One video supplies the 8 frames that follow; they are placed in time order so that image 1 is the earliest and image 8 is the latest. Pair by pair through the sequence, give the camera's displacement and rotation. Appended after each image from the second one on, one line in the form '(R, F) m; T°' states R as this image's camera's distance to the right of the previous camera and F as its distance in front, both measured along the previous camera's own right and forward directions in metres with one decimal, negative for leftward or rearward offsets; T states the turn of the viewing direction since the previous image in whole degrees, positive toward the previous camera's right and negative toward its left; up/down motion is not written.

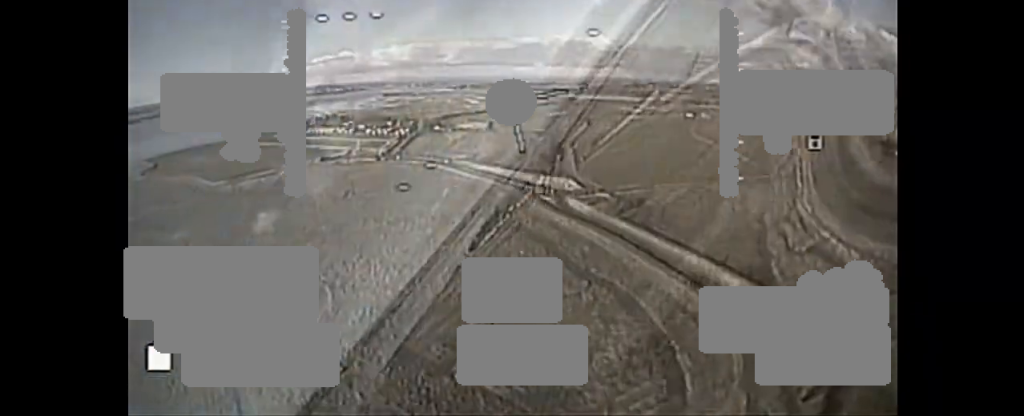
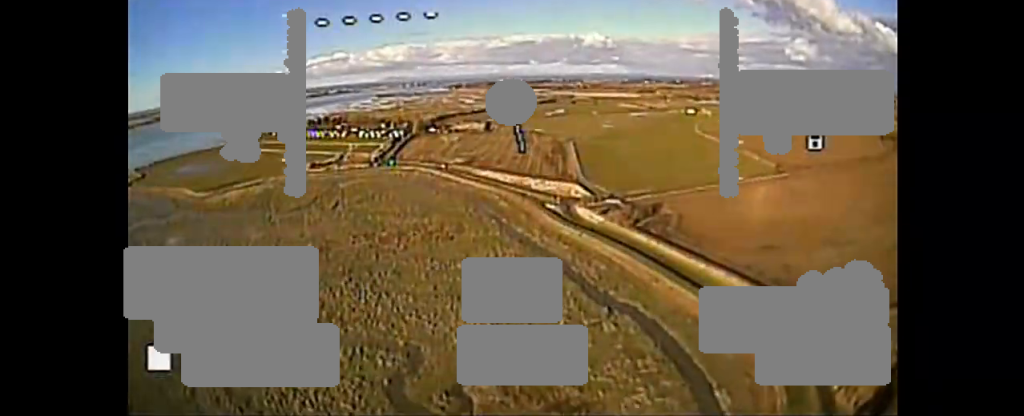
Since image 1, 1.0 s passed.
(+0.3, +10.4) m; +8°
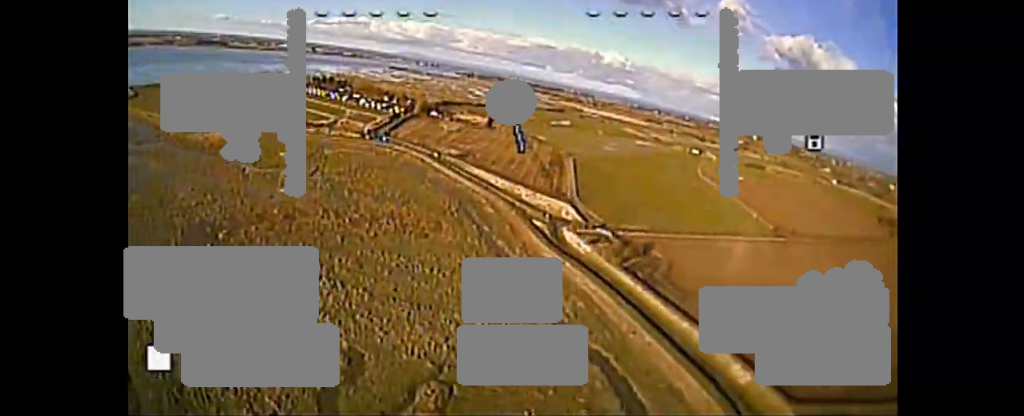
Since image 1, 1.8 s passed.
(+0.4, +9.1) m; +8°
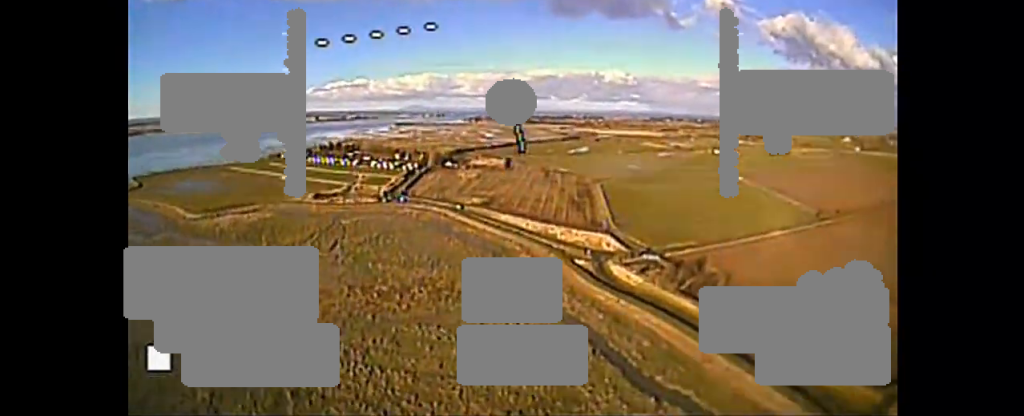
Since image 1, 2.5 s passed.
(+1.1, +10.9) m; +6°
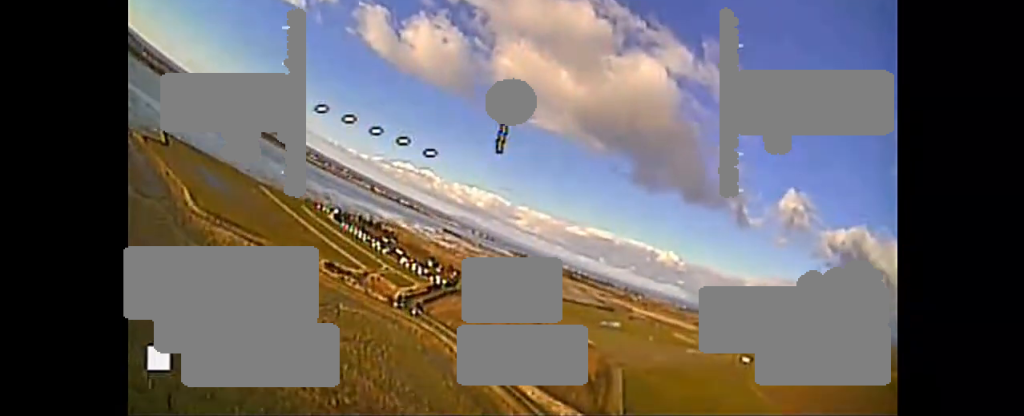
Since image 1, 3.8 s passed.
(-1.7, +22.3) m; -17°
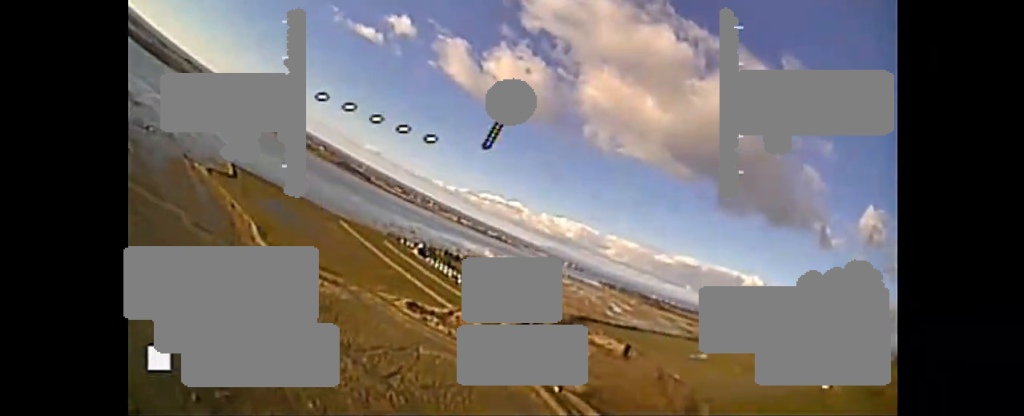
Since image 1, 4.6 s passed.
(-1.9, +13.9) m; -15°
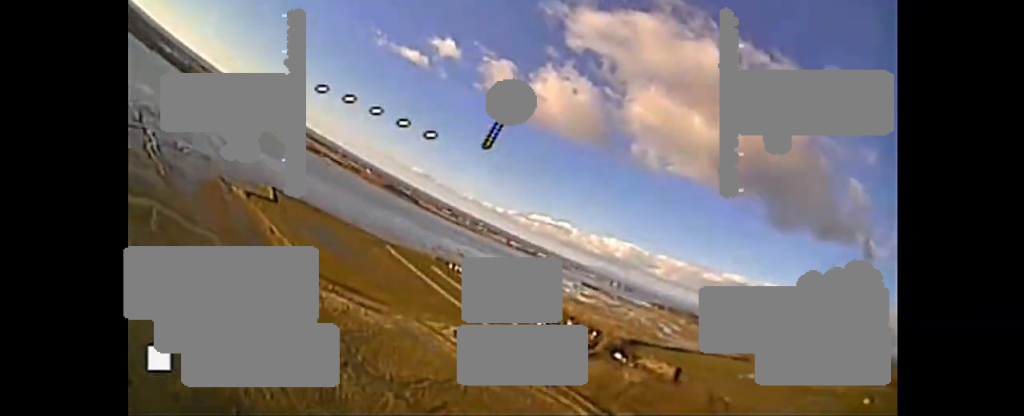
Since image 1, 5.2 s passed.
(-1.0, +10.0) m; -10°
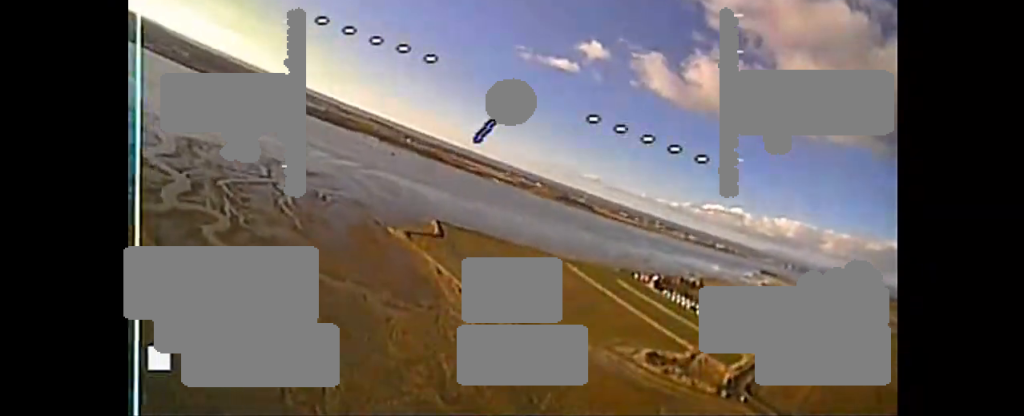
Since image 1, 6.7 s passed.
(-6.0, +26.8) m; -22°
